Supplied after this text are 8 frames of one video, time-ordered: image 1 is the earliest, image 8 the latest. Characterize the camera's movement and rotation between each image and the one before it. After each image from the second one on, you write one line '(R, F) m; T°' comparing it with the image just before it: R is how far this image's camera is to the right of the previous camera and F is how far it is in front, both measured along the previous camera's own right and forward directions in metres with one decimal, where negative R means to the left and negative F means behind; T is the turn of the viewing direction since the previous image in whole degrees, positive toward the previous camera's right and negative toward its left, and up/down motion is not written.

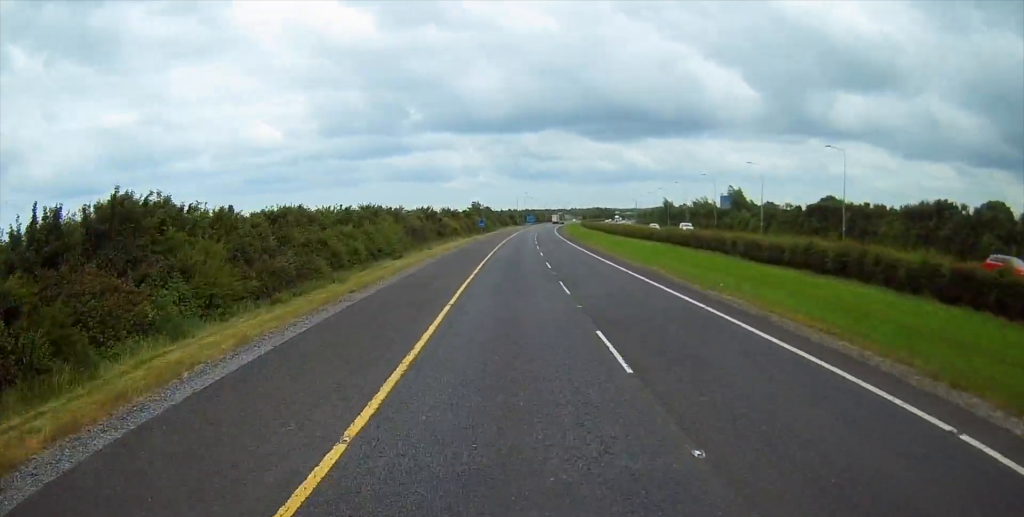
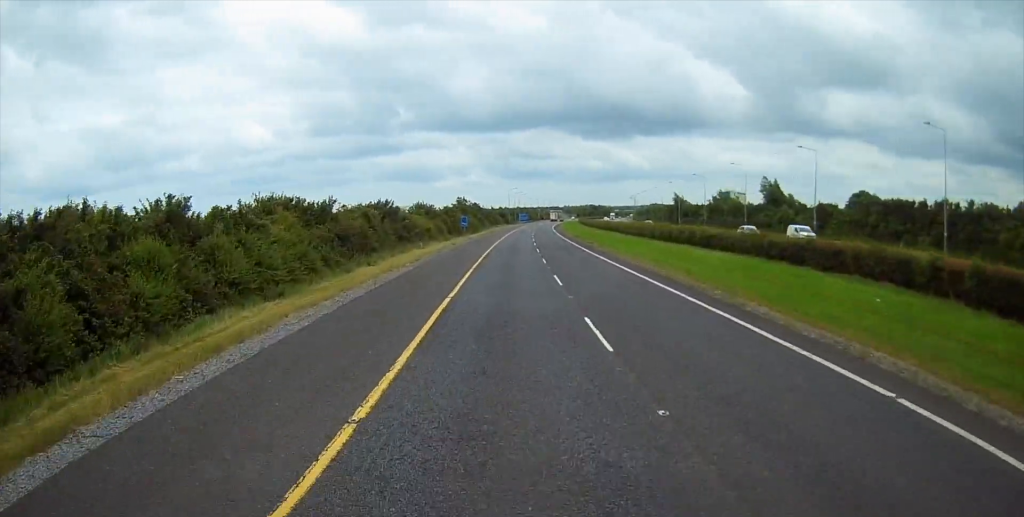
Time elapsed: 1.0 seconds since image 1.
(+0.2, +22.2) m; +1°
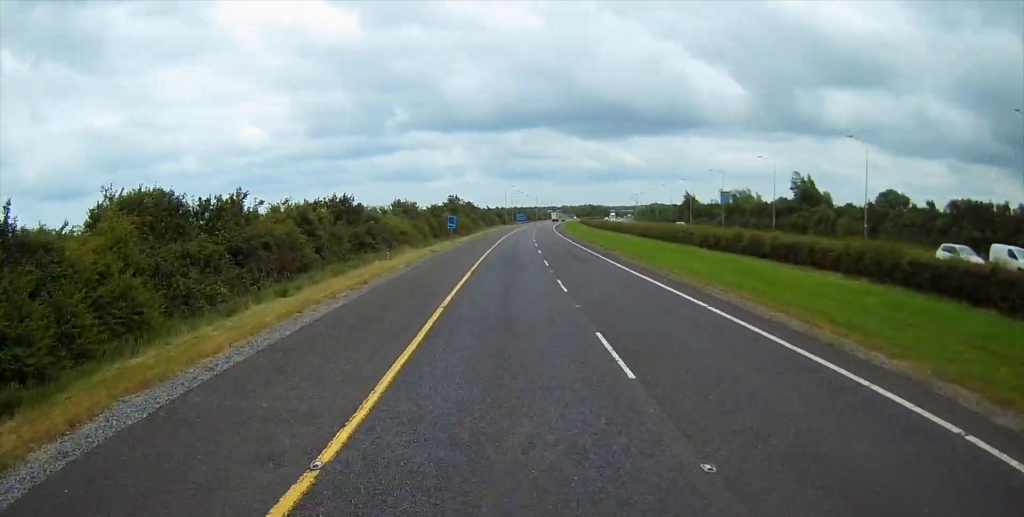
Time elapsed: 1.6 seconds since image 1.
(+0.1, +14.1) m; 0°
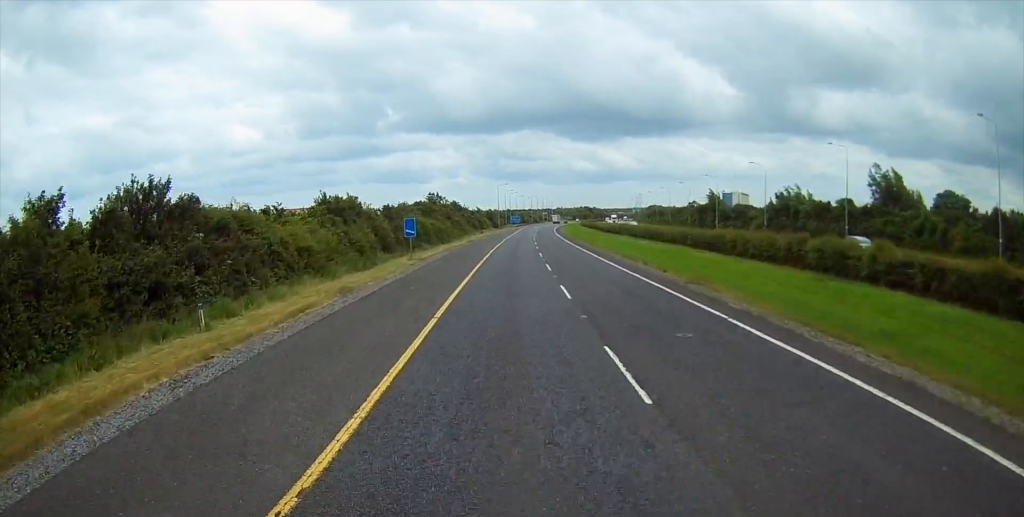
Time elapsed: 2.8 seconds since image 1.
(0.0, +25.6) m; 0°
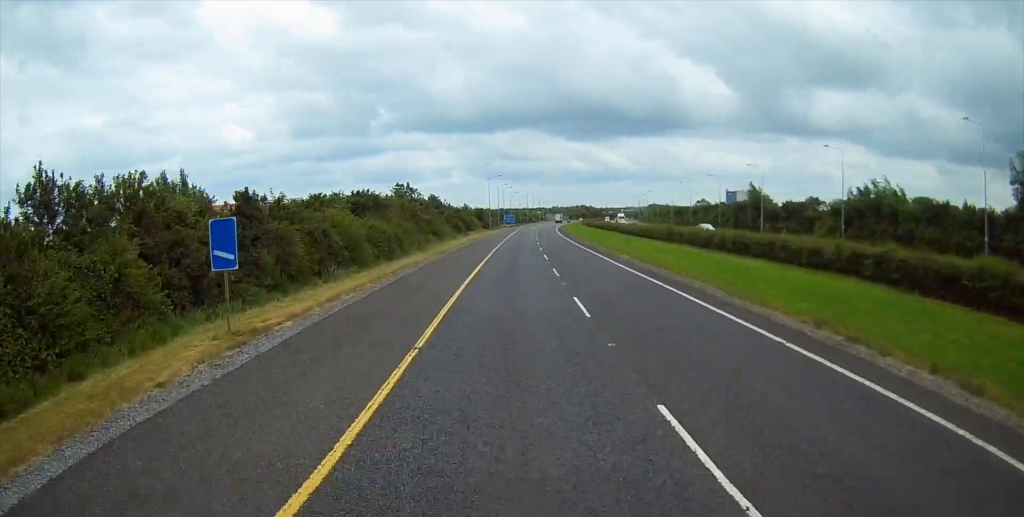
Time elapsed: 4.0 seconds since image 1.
(+0.1, +28.8) m; 0°
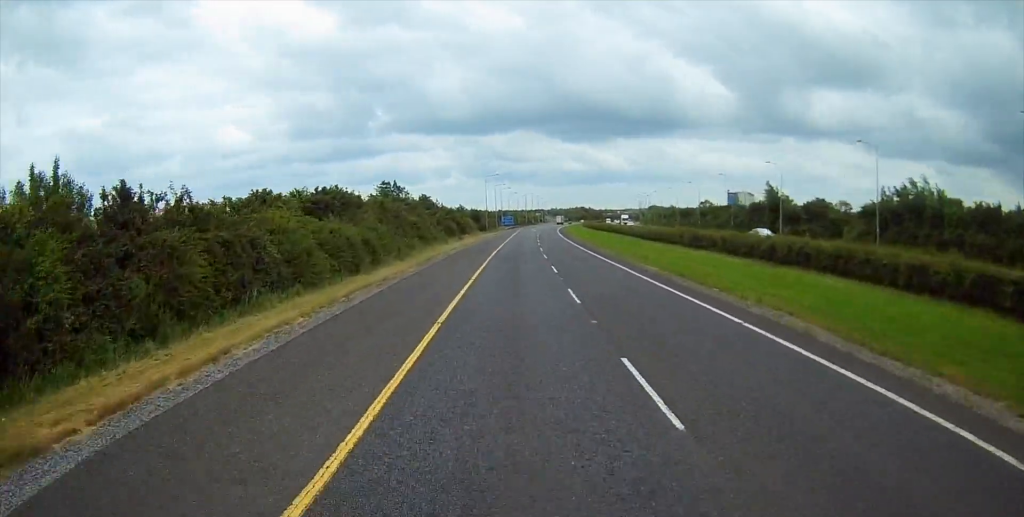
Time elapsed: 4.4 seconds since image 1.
(+0.1, +9.1) m; 0°
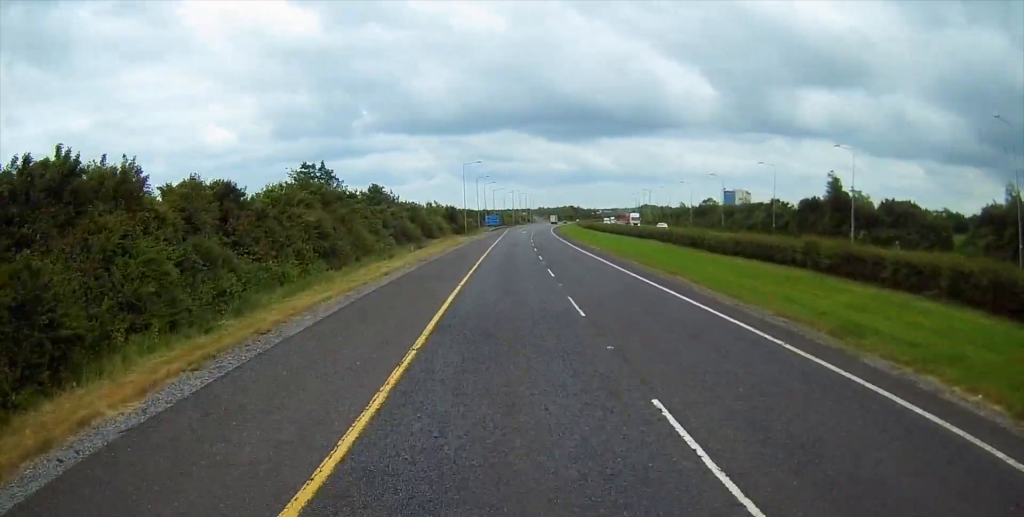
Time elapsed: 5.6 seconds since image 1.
(+0.2, +27.1) m; +2°
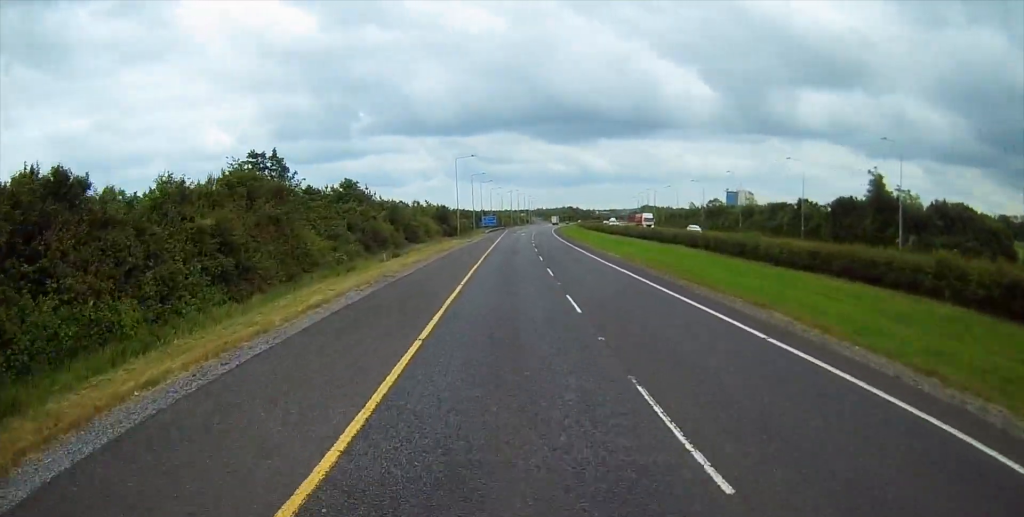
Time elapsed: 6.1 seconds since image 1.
(+0.4, +11.4) m; 0°
